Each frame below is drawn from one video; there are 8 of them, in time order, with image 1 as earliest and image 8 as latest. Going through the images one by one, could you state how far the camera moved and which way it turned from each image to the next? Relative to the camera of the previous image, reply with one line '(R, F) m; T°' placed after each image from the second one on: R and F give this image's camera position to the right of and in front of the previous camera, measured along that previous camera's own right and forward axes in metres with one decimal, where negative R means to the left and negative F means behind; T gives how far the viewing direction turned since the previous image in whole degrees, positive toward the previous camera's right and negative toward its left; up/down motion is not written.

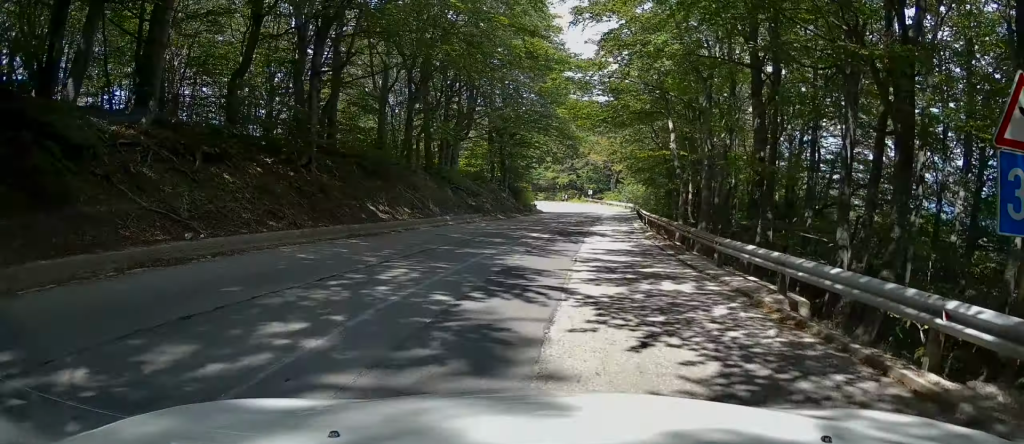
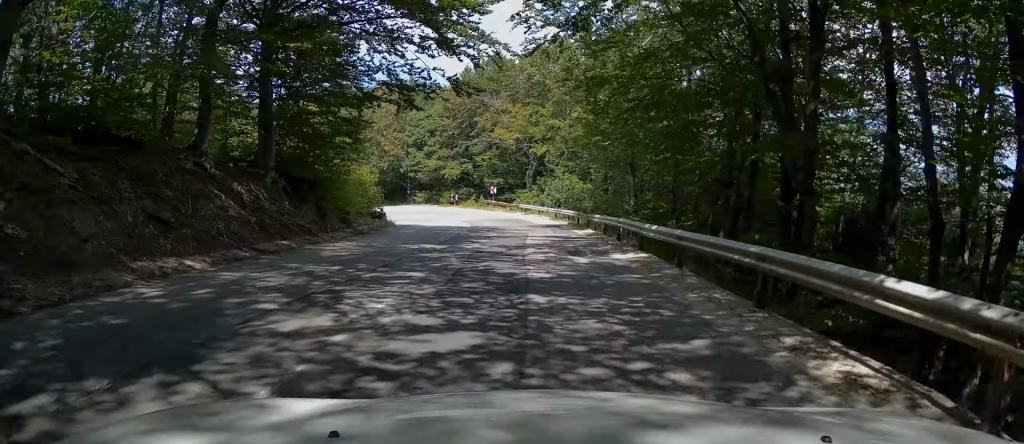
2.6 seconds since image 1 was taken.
(+2.2, +33.0) m; +3°
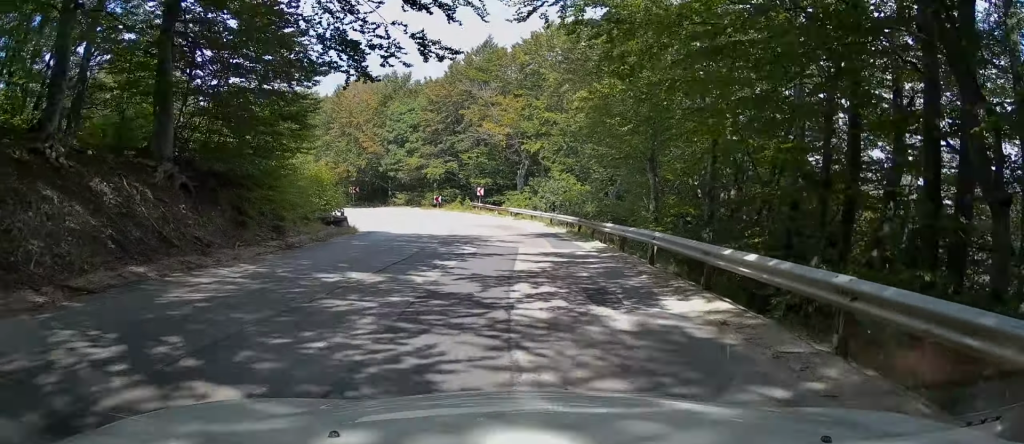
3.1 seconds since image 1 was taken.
(-0.1, +5.9) m; 0°
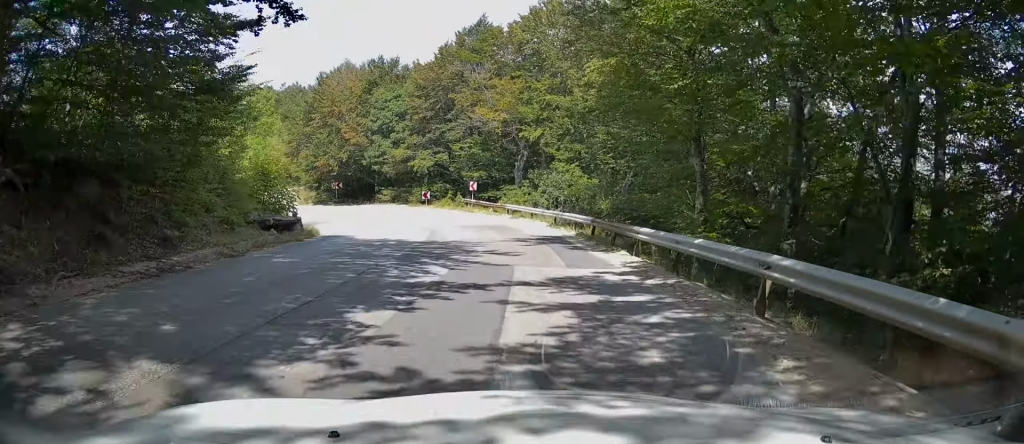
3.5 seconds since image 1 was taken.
(+0.4, +5.7) m; +1°
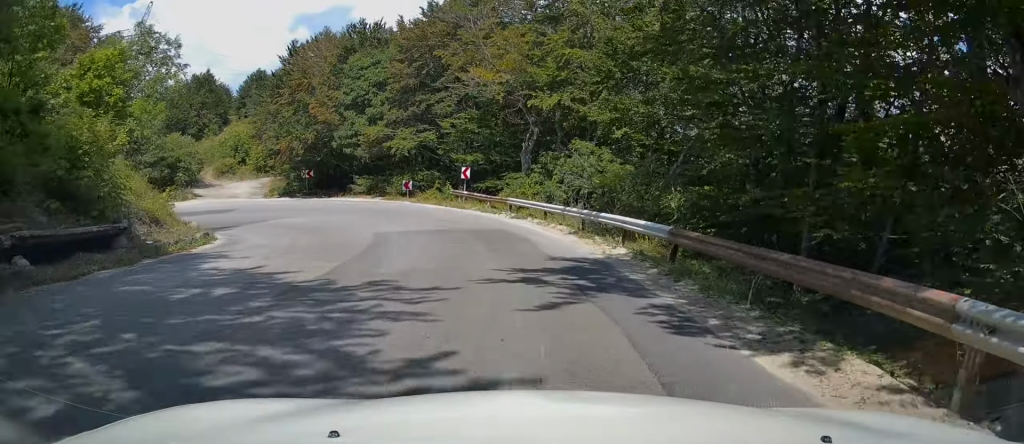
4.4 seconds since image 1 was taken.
(0.0, +10.2) m; -1°
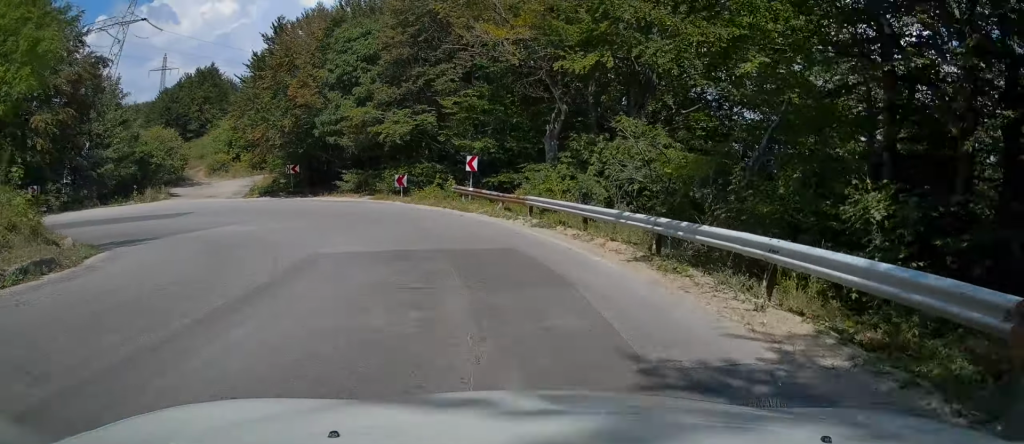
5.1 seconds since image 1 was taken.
(-0.2, +7.5) m; -3°
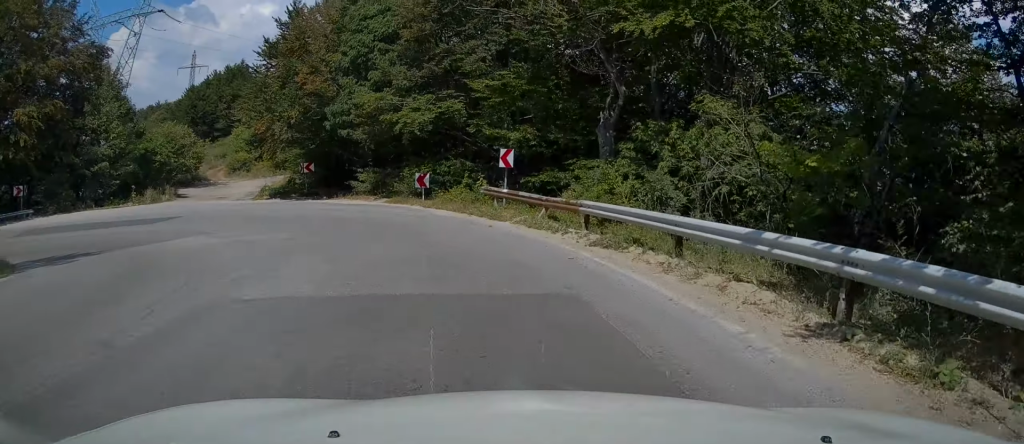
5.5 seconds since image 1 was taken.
(+0.1, +4.9) m; -4°
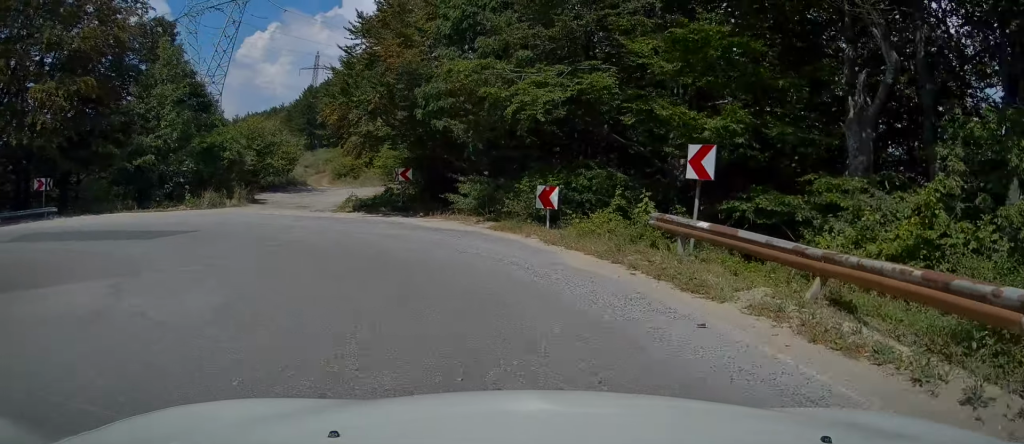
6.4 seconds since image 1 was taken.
(-0.7, +8.7) m; -13°
